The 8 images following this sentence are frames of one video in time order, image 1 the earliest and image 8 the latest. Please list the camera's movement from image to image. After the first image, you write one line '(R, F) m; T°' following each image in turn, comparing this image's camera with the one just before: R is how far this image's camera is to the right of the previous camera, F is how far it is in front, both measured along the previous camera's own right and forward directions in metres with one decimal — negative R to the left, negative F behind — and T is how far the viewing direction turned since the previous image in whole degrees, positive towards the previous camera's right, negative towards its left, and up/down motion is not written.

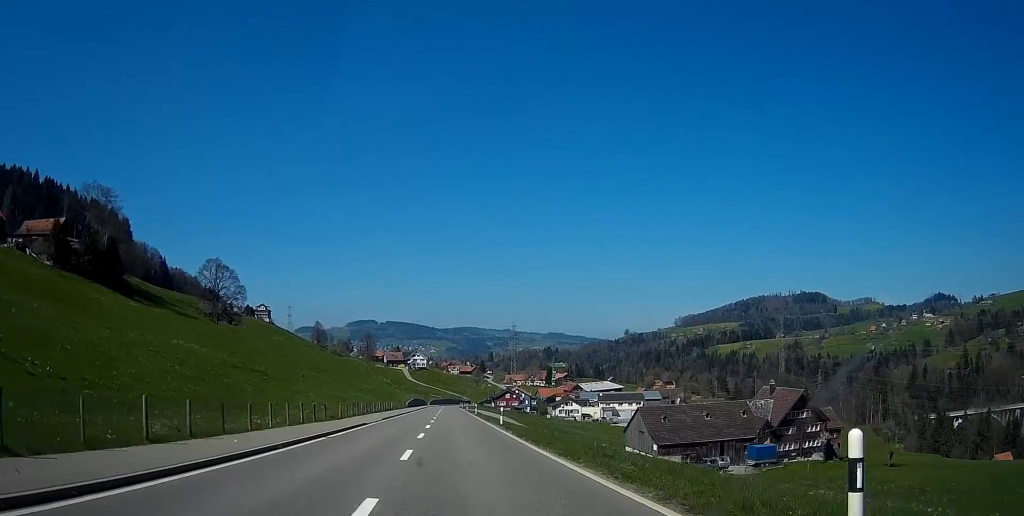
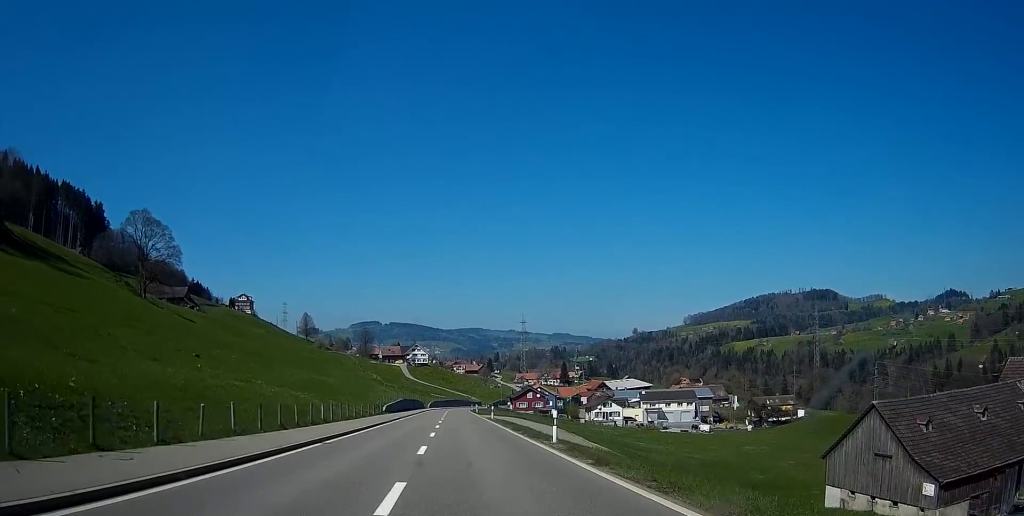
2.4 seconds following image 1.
(-0.2, +52.0) m; 0°
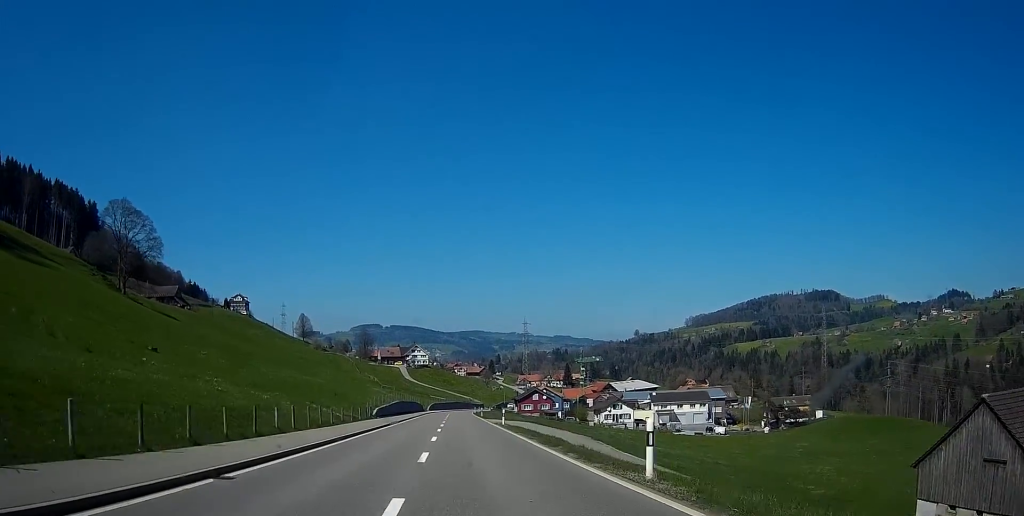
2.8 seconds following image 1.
(0.0, +10.4) m; 0°
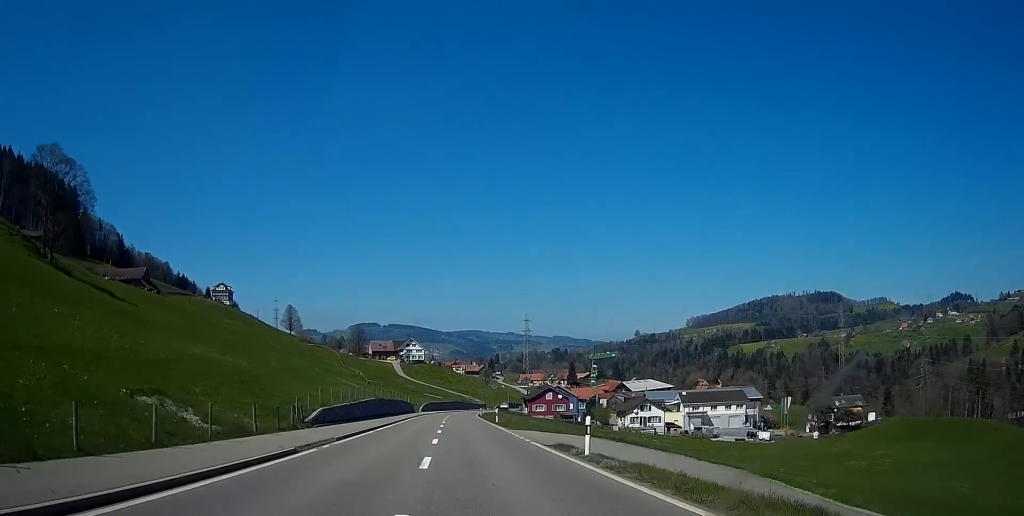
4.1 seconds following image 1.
(0.0, +28.4) m; 0°
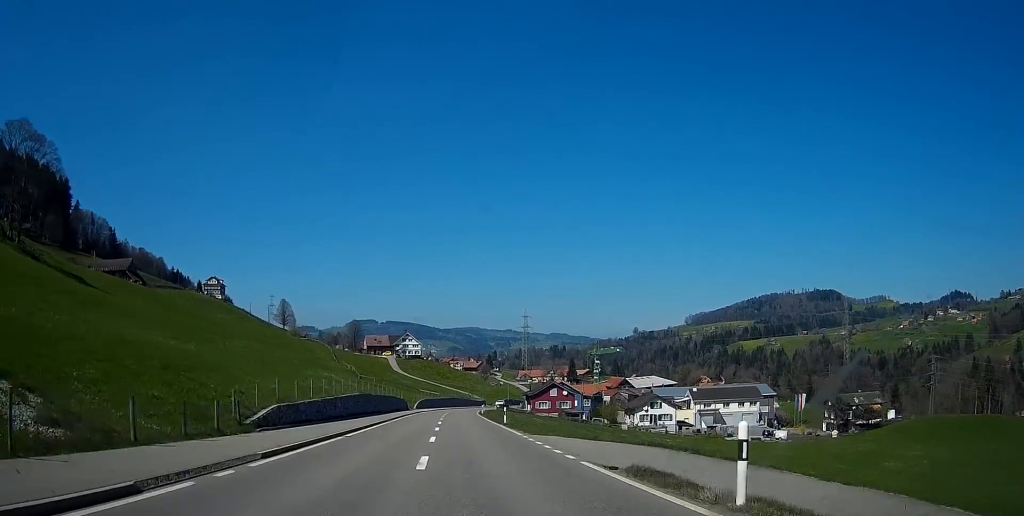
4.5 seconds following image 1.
(0.0, +9.7) m; 0°
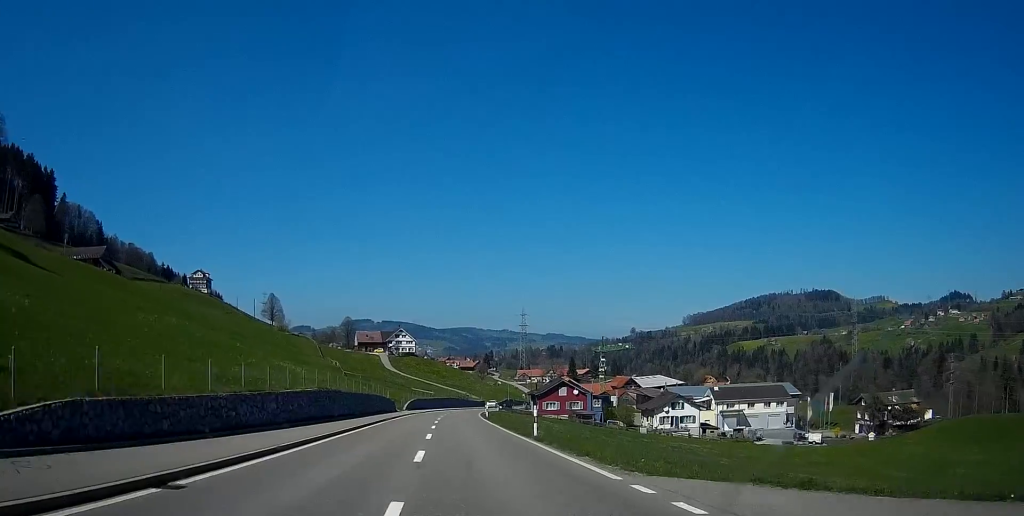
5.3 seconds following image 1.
(0.0, +16.3) m; 0°
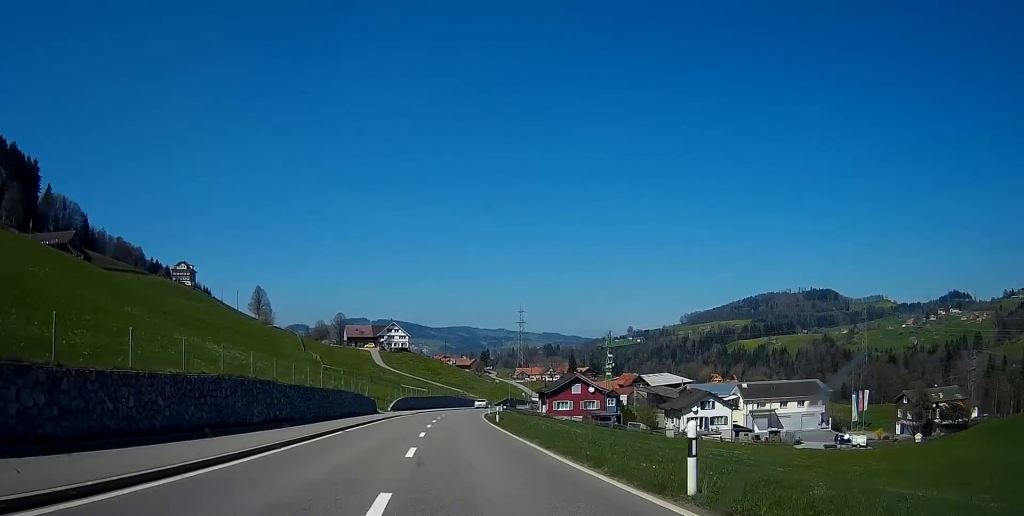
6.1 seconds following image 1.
(+0.1, +17.4) m; 0°
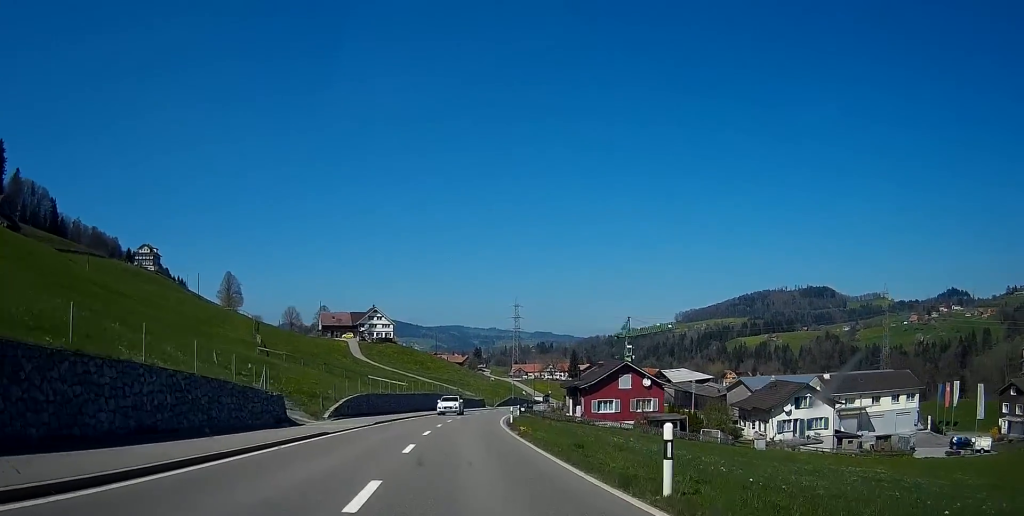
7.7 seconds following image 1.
(+0.1, +34.4) m; +1°
